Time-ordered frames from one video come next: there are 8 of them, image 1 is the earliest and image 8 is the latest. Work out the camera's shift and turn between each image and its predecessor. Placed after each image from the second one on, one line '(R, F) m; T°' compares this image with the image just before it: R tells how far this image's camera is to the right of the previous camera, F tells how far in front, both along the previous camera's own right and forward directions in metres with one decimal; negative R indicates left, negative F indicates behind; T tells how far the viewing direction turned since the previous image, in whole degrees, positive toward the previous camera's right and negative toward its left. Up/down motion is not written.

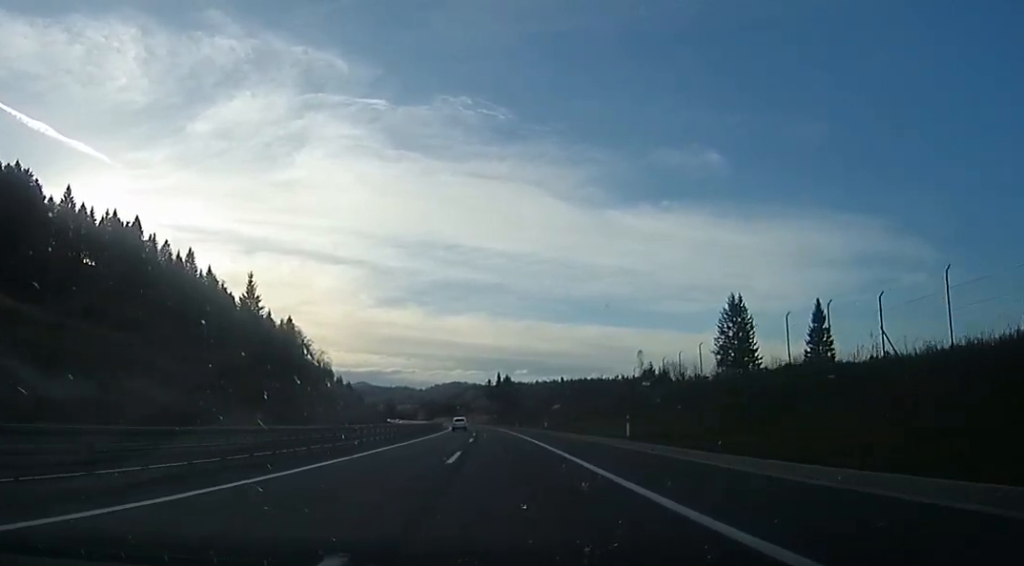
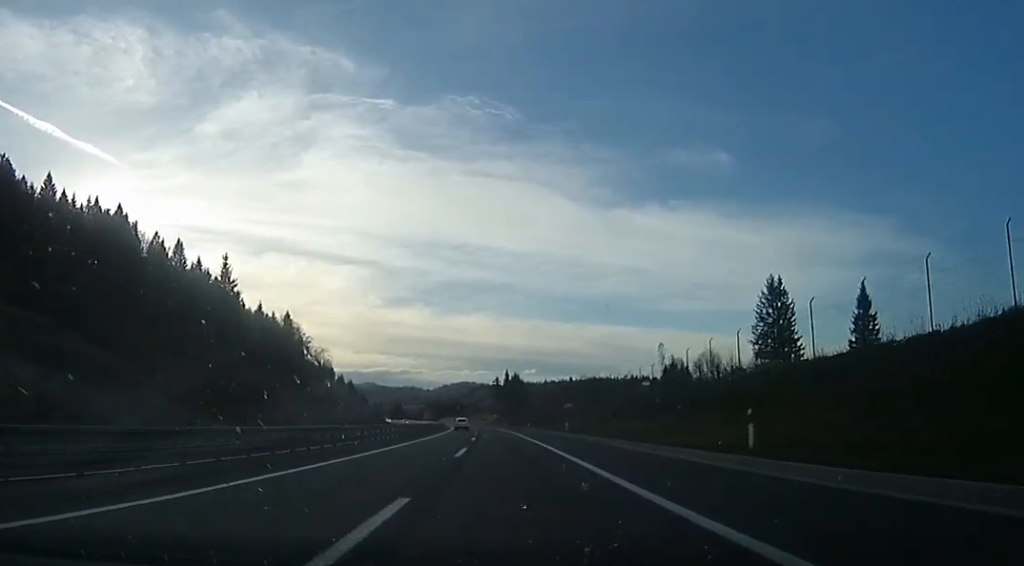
(-0.7, +14.4) m; 0°
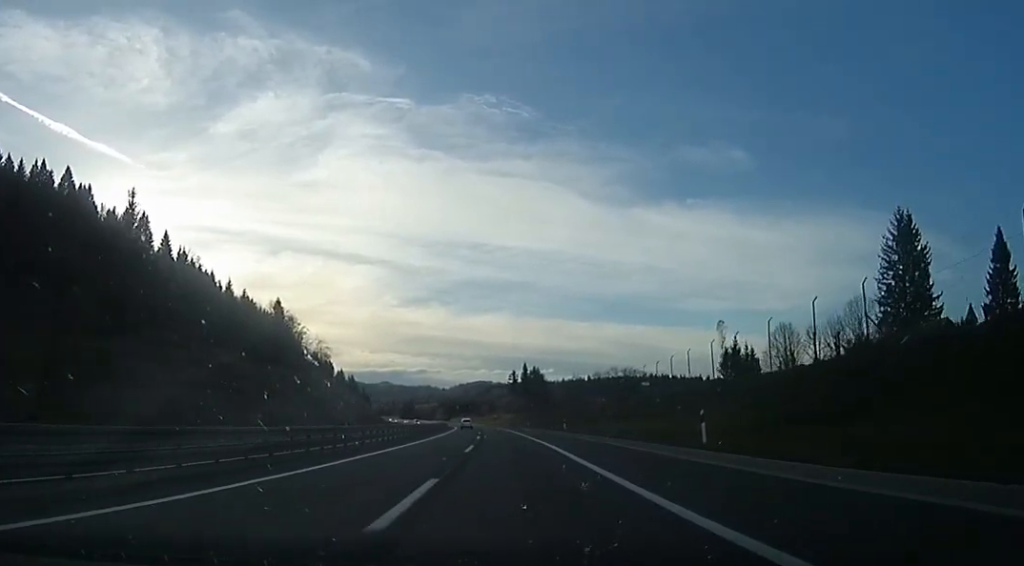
(+1.0, +32.7) m; 0°
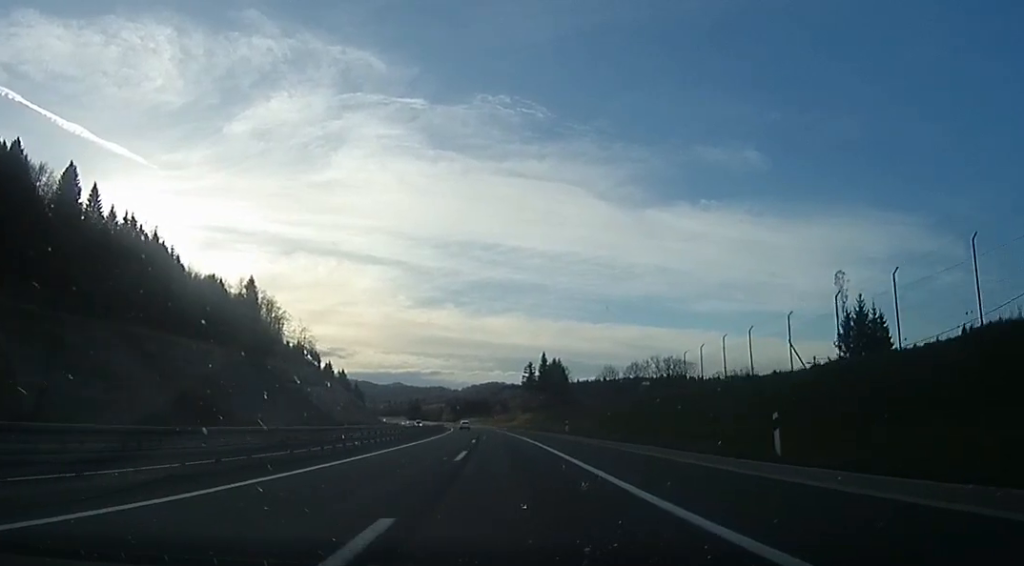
(-3.1, +41.6) m; -6°
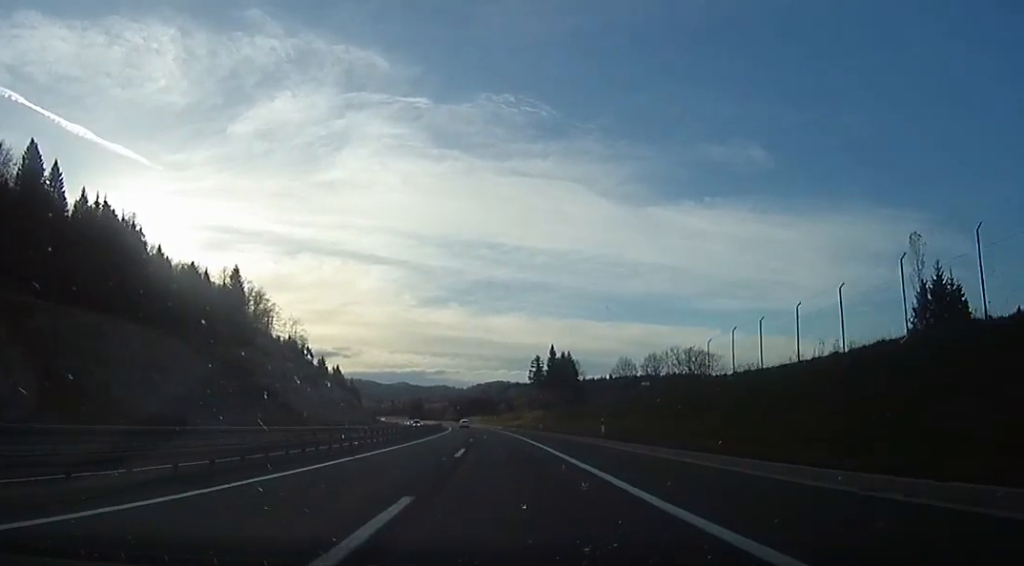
(-0.9, +16.3) m; 0°
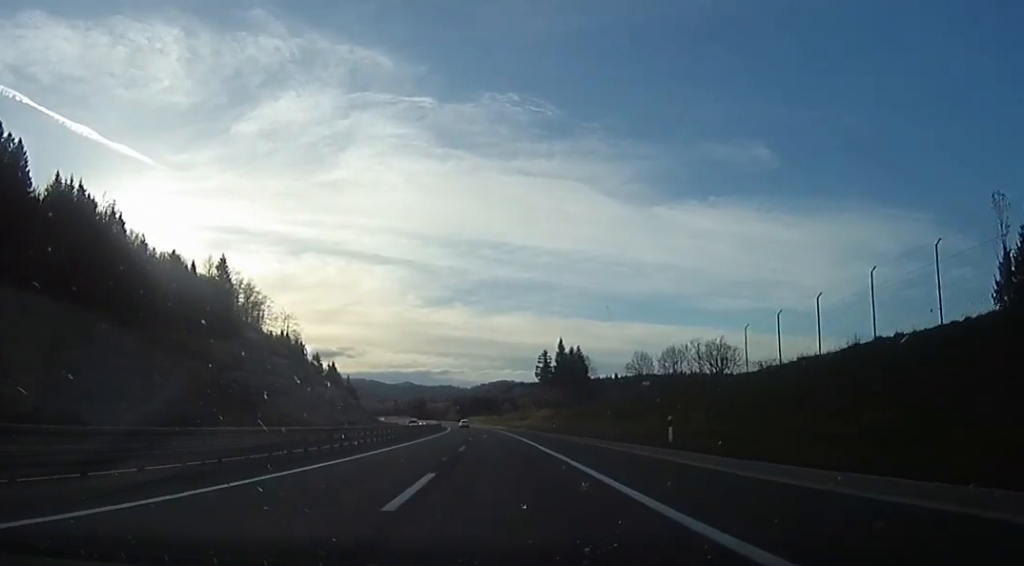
(+0.6, +13.4) m; +1°
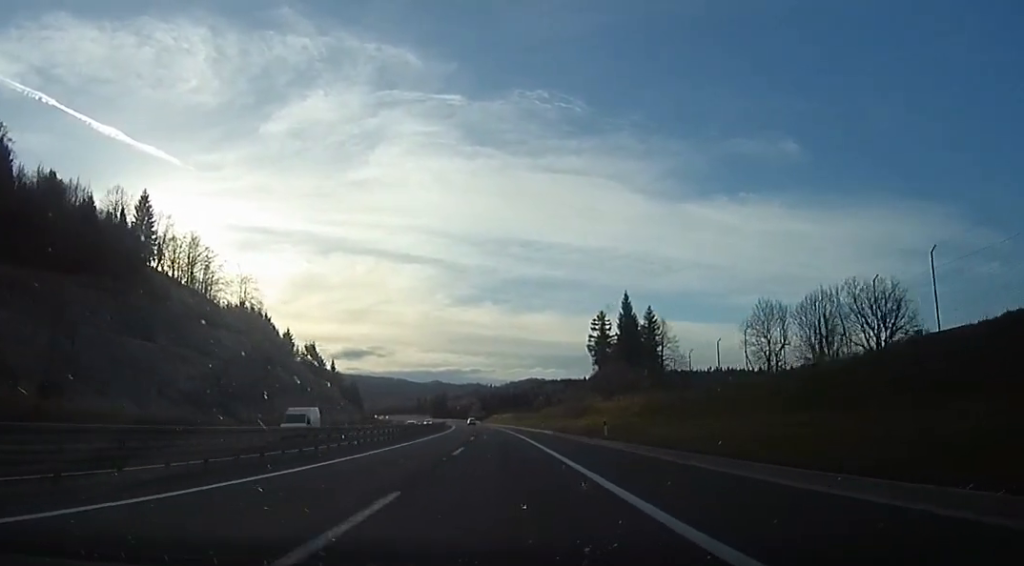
(+0.5, +59.1) m; -3°
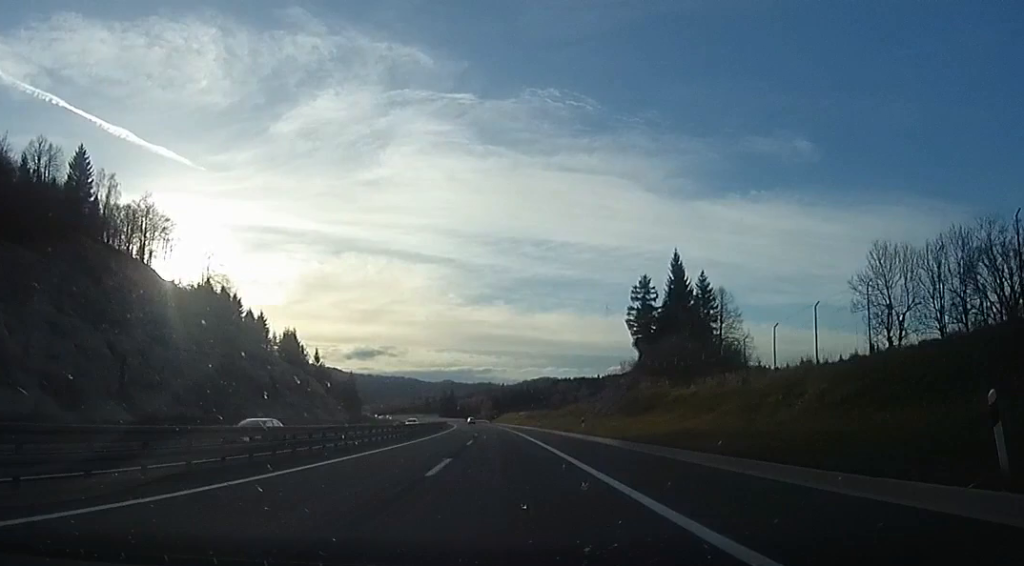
(-0.8, +27.3) m; -2°
